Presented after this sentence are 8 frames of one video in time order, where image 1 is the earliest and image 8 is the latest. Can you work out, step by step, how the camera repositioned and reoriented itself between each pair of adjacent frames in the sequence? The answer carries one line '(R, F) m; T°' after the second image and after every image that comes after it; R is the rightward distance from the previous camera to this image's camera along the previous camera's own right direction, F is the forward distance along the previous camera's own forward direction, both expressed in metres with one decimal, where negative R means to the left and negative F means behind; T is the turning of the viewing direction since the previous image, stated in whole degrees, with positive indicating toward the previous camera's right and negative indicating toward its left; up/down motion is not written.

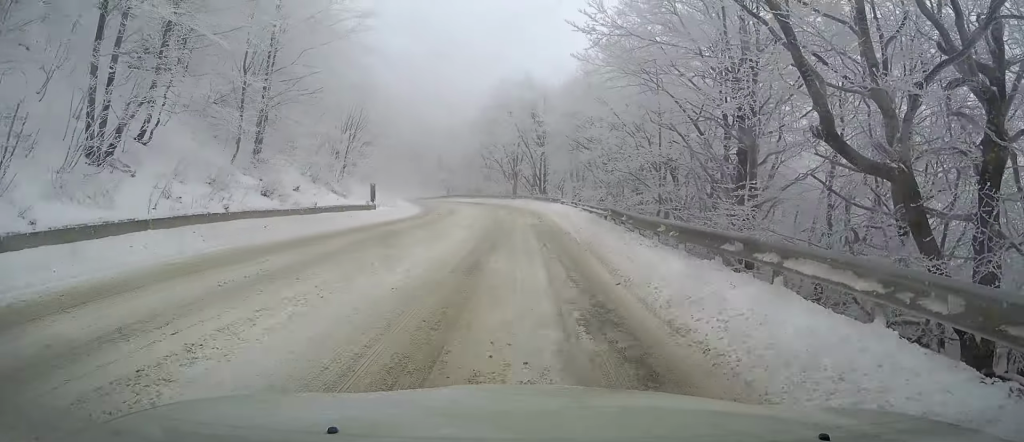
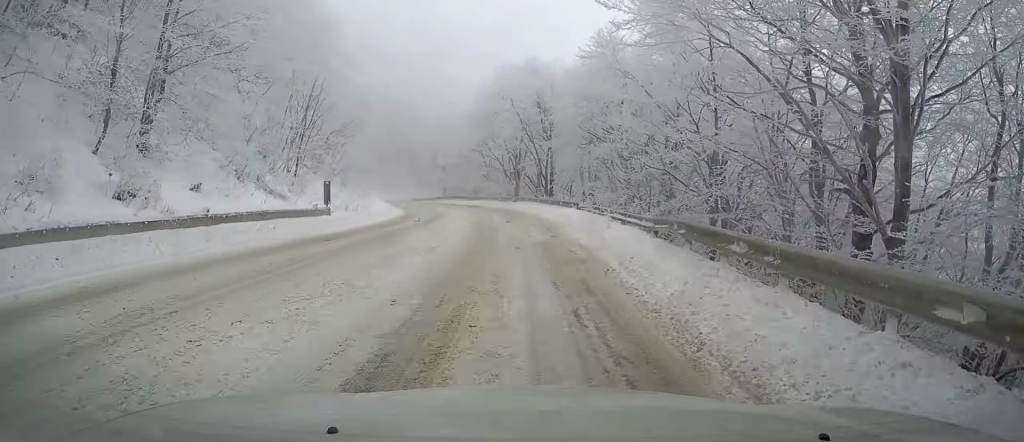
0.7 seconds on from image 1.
(0.0, +8.1) m; -1°
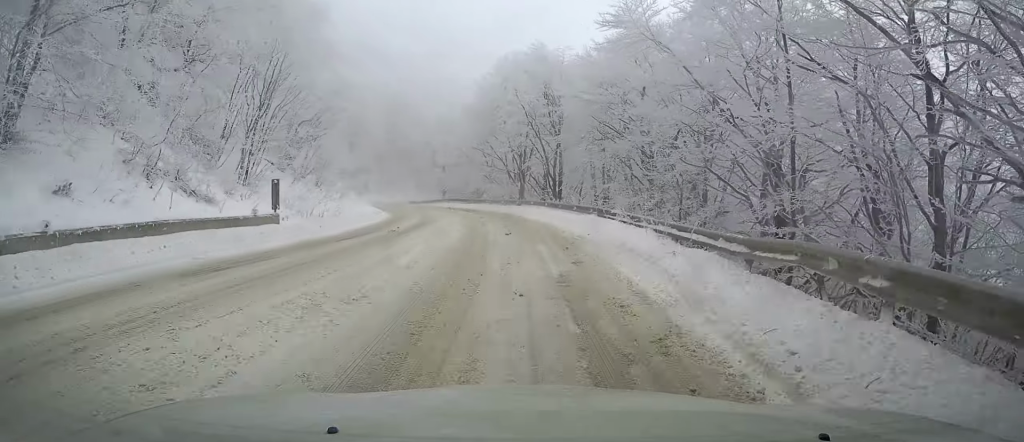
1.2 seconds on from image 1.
(+0.1, +5.6) m; -1°
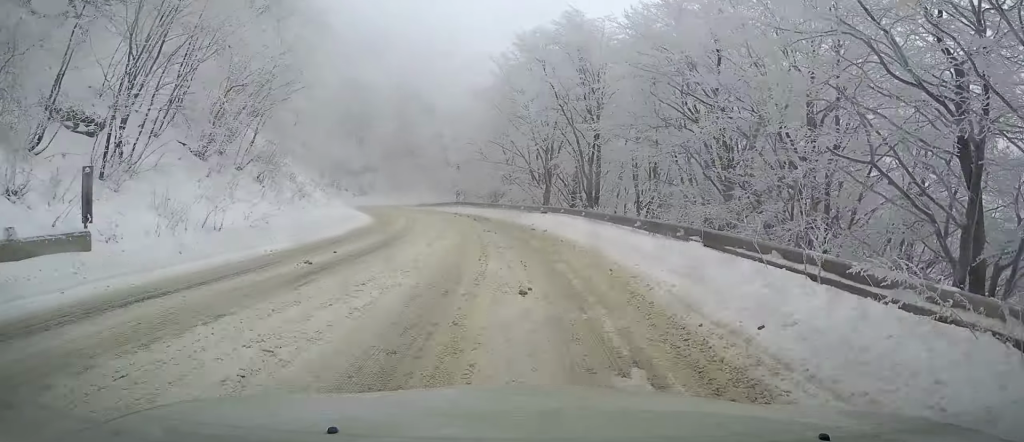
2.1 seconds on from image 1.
(-0.2, +9.6) m; -3°
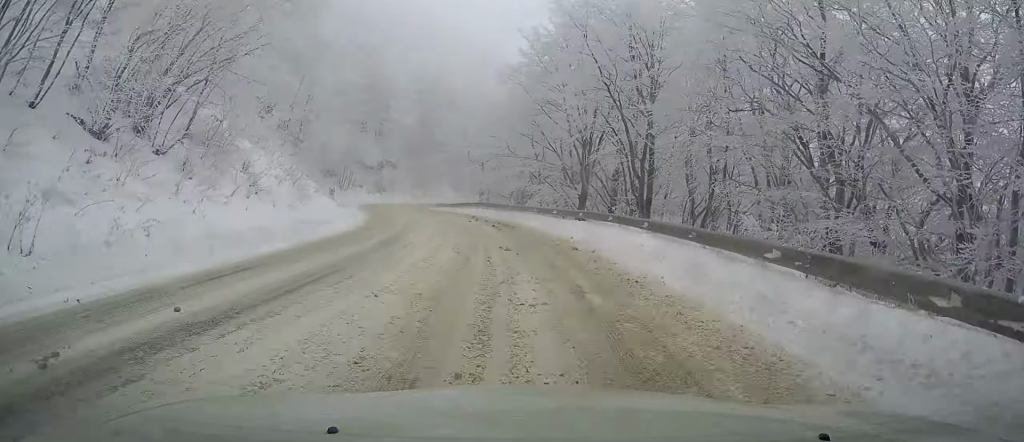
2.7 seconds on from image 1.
(-0.2, +6.8) m; -3°
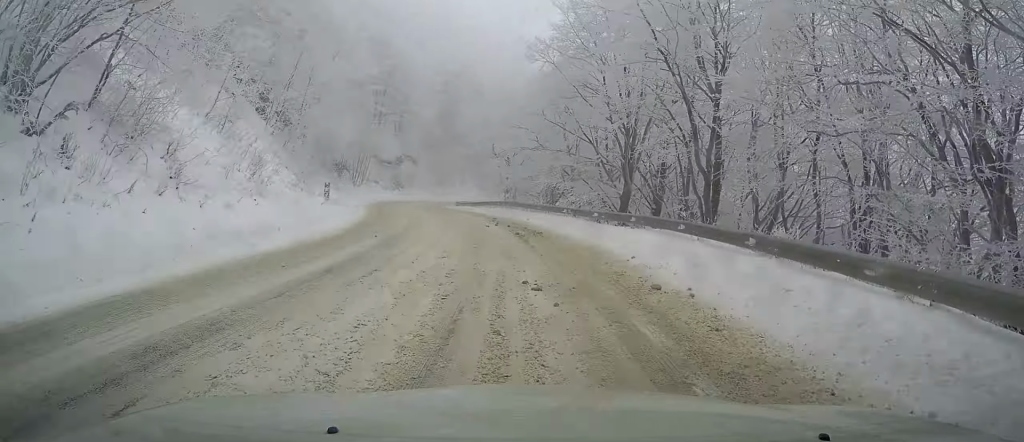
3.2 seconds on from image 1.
(-0.1, +5.6) m; -2°
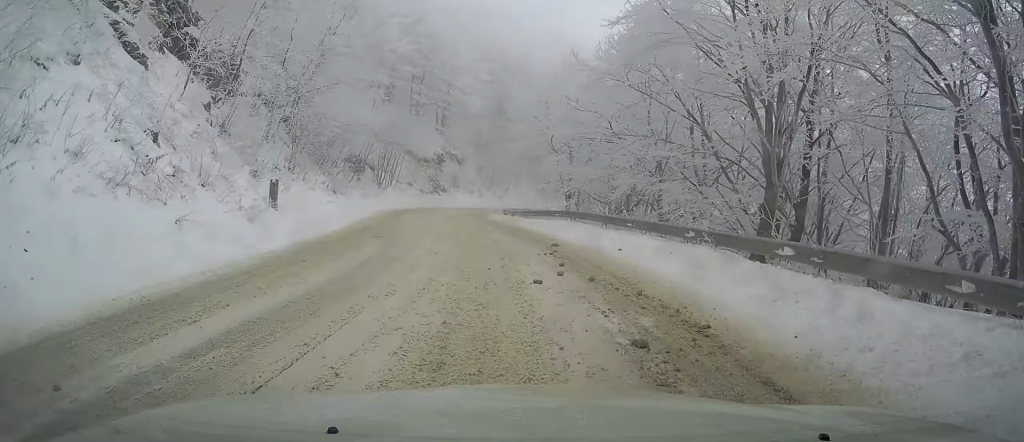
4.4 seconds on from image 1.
(-0.3, +11.6) m; -4°
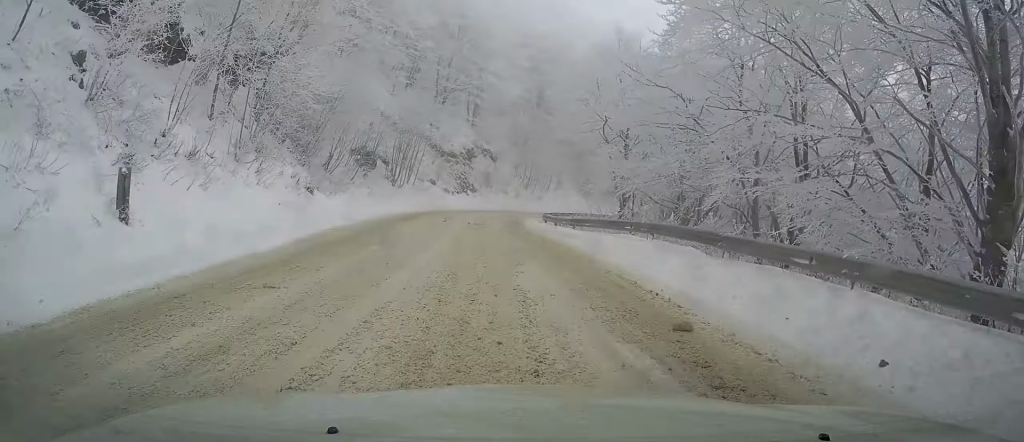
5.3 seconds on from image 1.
(-0.3, +8.2) m; -3°
